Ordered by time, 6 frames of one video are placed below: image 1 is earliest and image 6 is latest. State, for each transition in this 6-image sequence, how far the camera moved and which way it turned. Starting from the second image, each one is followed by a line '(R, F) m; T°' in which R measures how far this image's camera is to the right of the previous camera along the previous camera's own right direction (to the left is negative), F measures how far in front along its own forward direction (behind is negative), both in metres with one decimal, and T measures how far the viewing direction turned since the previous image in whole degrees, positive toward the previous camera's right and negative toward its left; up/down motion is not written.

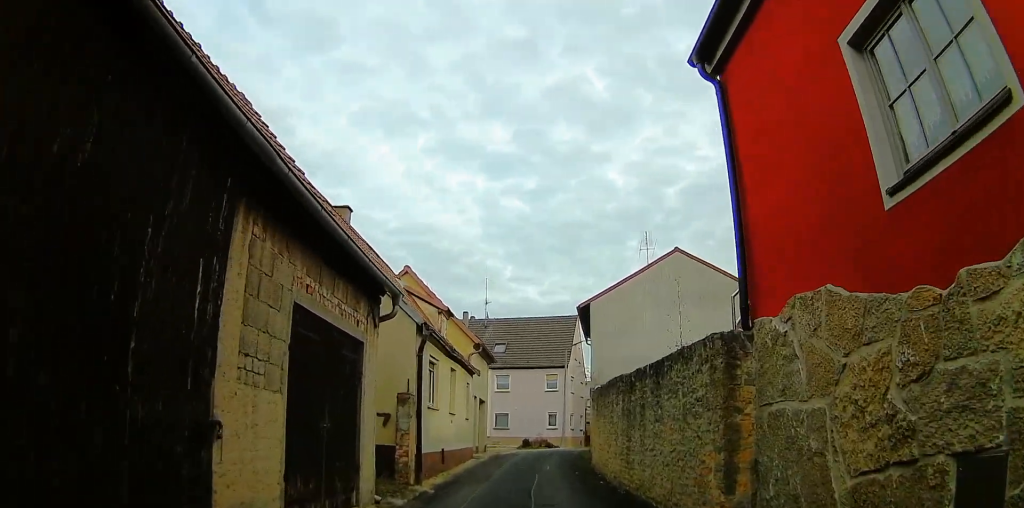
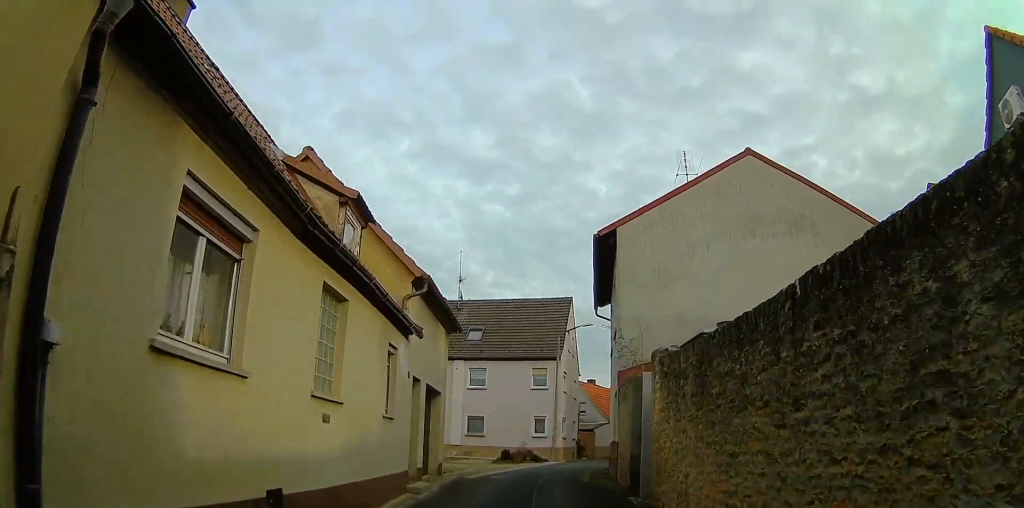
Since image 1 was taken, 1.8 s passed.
(0.0, +8.5) m; +5°
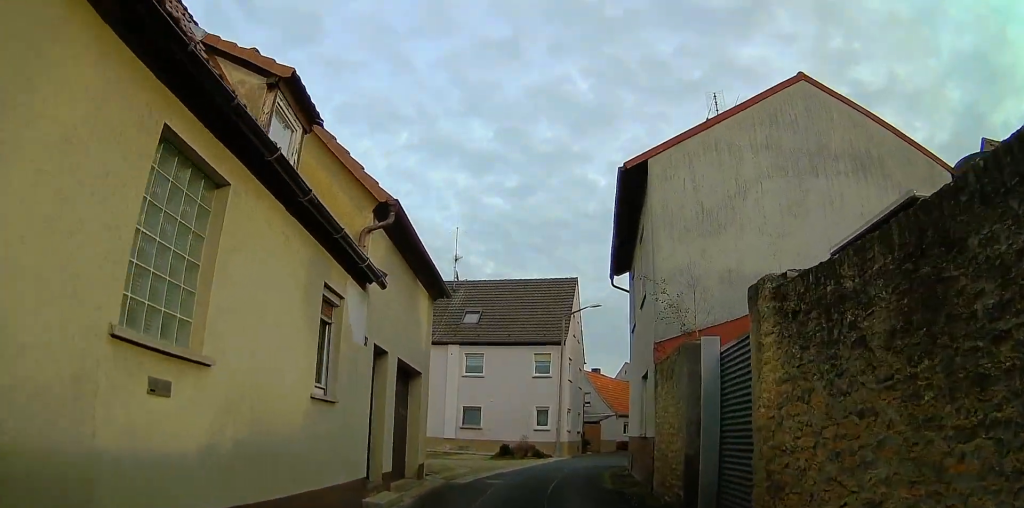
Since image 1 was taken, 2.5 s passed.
(-0.2, +3.2) m; +1°
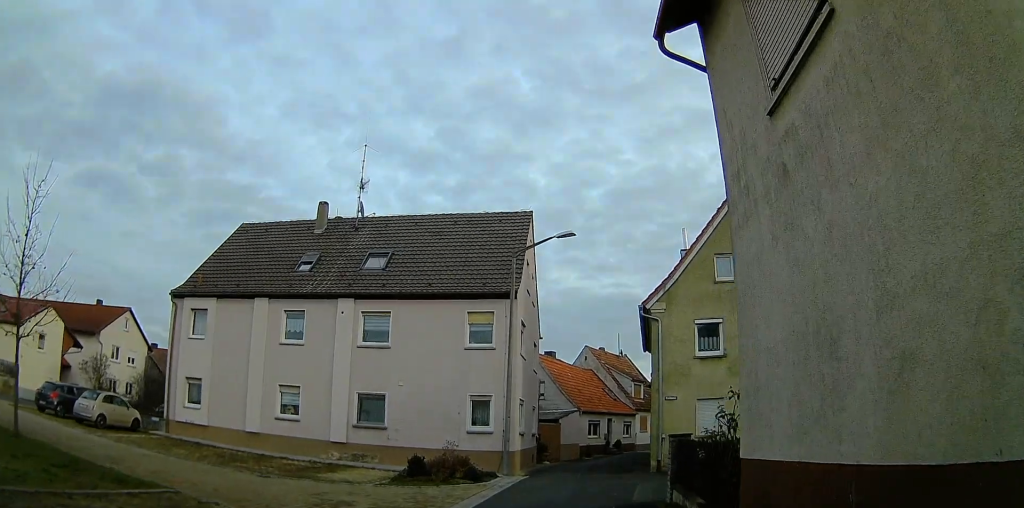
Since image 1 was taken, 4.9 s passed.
(-0.4, +12.3) m; 0°
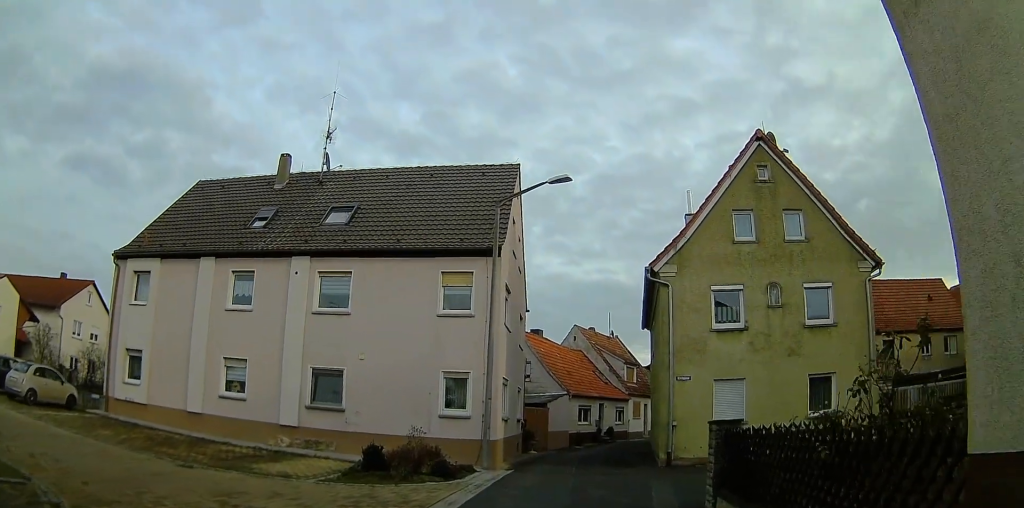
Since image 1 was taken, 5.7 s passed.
(+0.6, +3.6) m; +10°
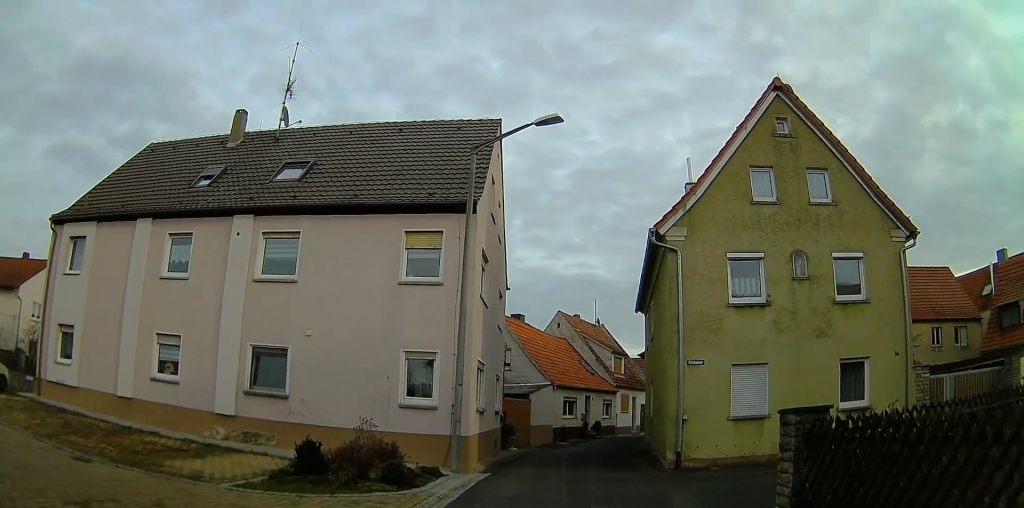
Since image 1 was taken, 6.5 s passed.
(+0.3, +3.3) m; +5°
